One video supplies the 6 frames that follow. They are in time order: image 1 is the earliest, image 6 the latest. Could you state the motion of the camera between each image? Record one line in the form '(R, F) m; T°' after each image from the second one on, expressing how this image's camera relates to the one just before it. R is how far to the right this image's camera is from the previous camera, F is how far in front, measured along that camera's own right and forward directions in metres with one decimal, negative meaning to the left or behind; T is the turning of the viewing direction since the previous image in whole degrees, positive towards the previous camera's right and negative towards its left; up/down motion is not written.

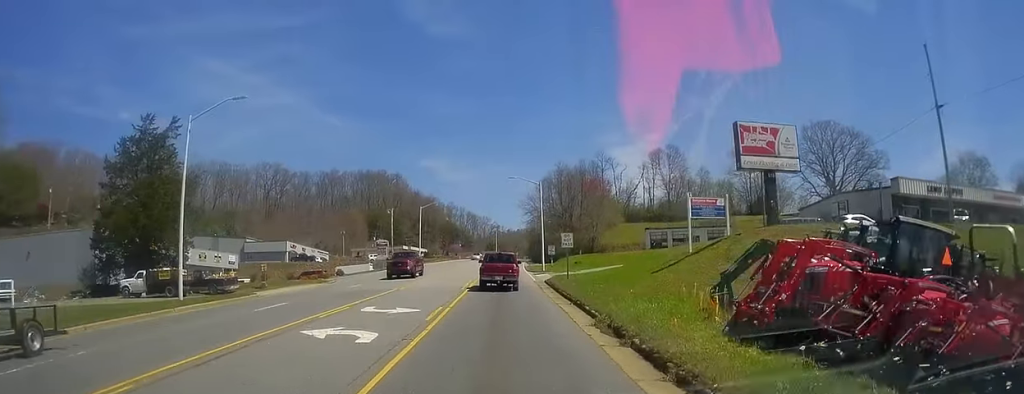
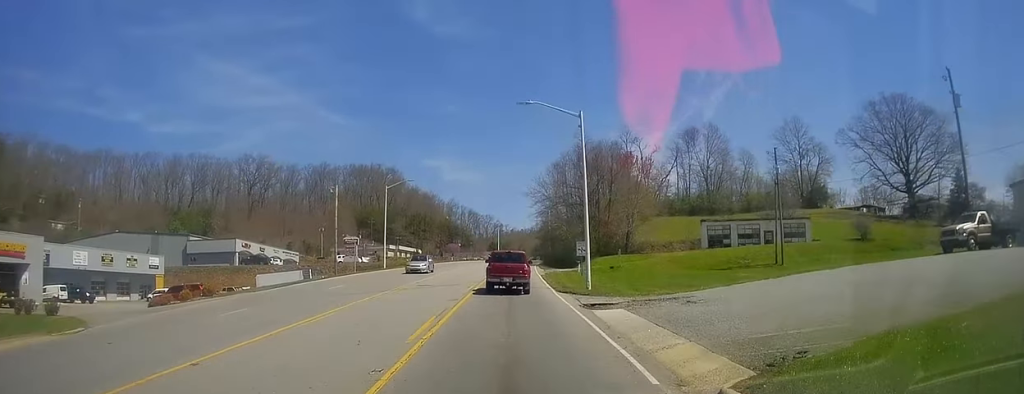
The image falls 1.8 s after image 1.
(+0.6, +28.9) m; +1°
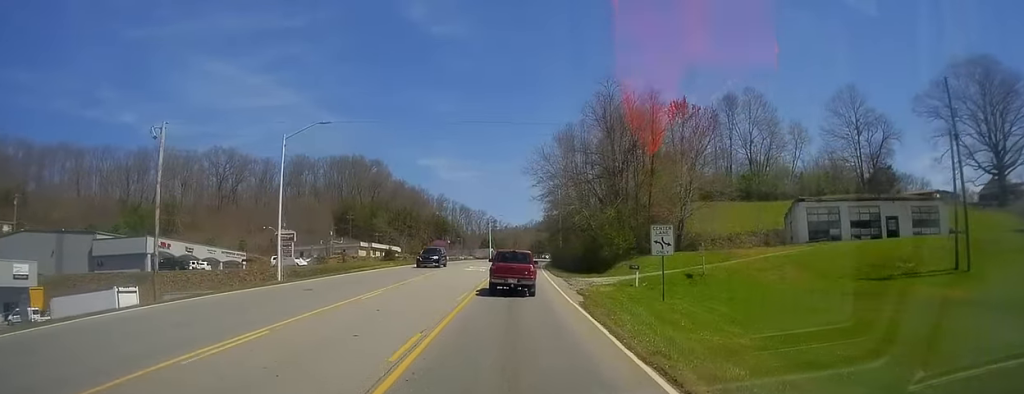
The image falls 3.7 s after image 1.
(-0.2, +28.7) m; 0°
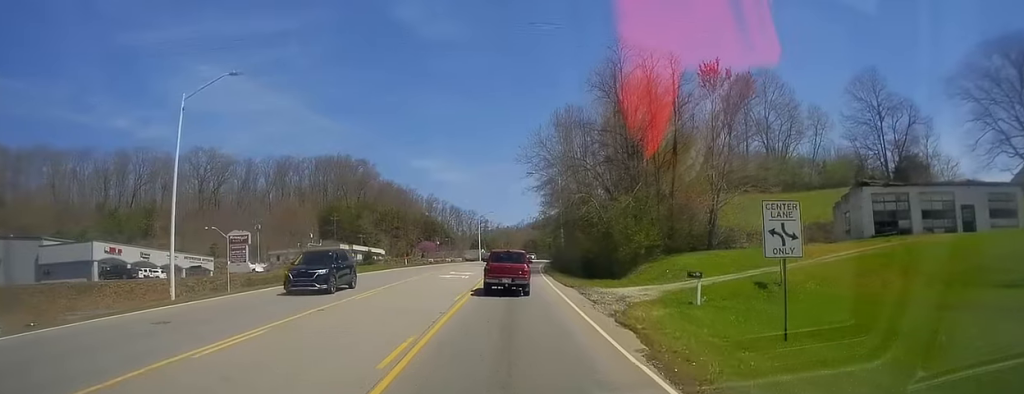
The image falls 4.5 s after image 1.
(-0.1, +11.6) m; 0°
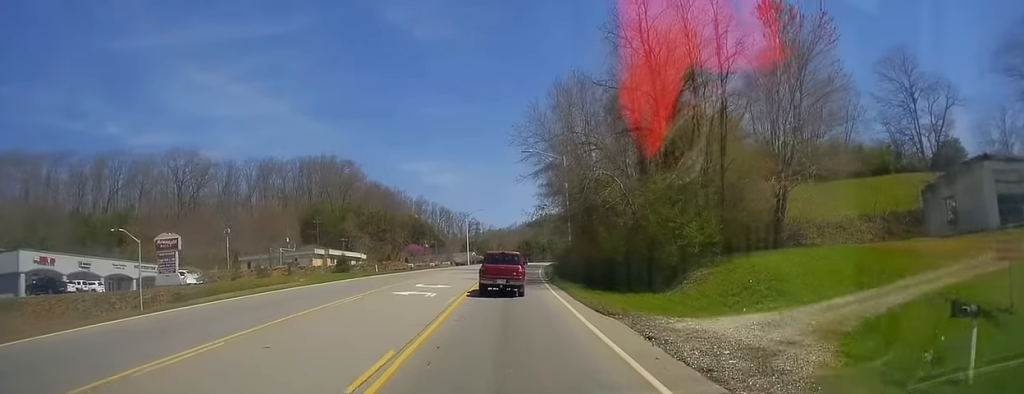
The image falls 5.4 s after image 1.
(+0.2, +13.5) m; +2°
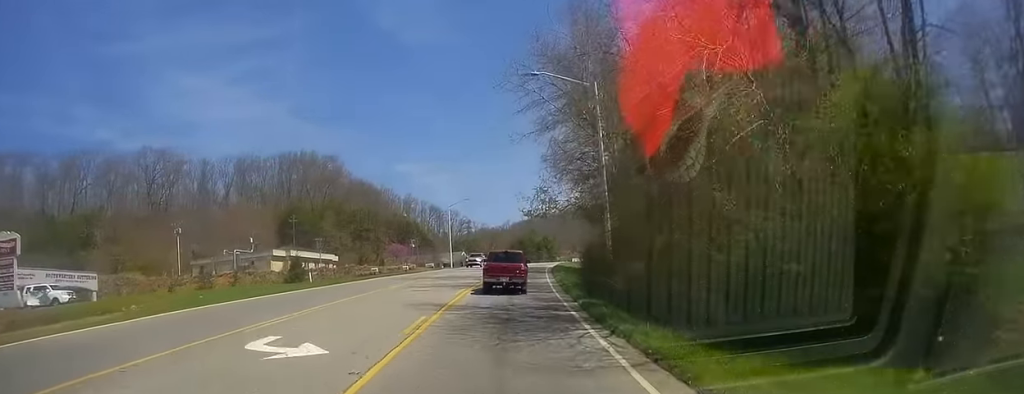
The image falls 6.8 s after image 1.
(+0.2, +19.5) m; +1°
